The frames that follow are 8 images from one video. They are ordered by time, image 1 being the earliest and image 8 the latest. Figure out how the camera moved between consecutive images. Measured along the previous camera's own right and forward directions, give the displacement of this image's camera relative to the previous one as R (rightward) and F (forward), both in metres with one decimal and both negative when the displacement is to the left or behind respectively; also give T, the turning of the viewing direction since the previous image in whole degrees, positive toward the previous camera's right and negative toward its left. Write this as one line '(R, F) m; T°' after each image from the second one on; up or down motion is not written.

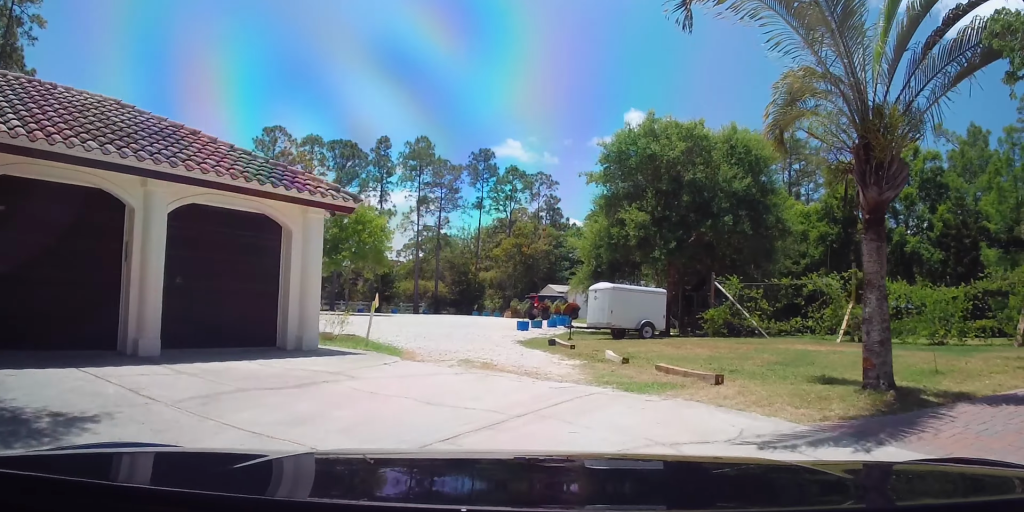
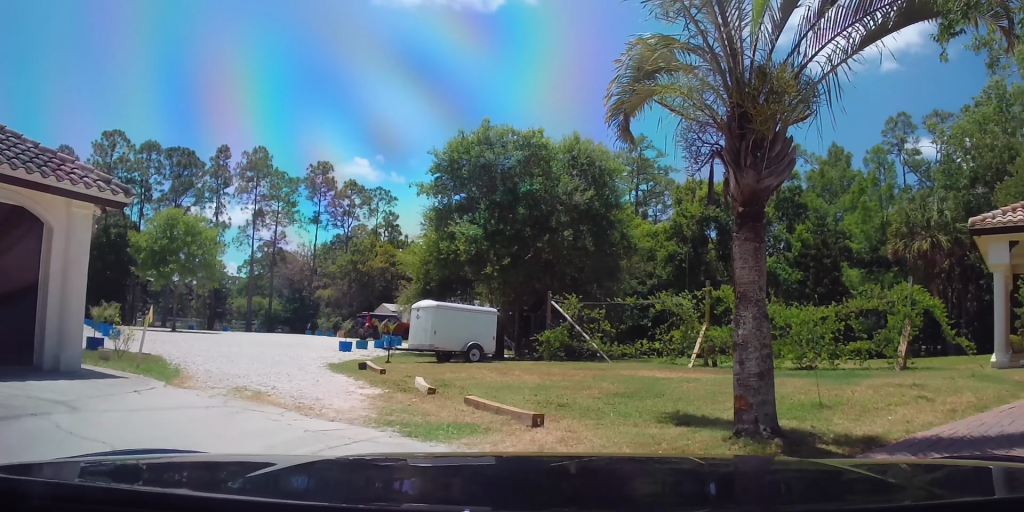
(+0.5, +2.0) m; +14°
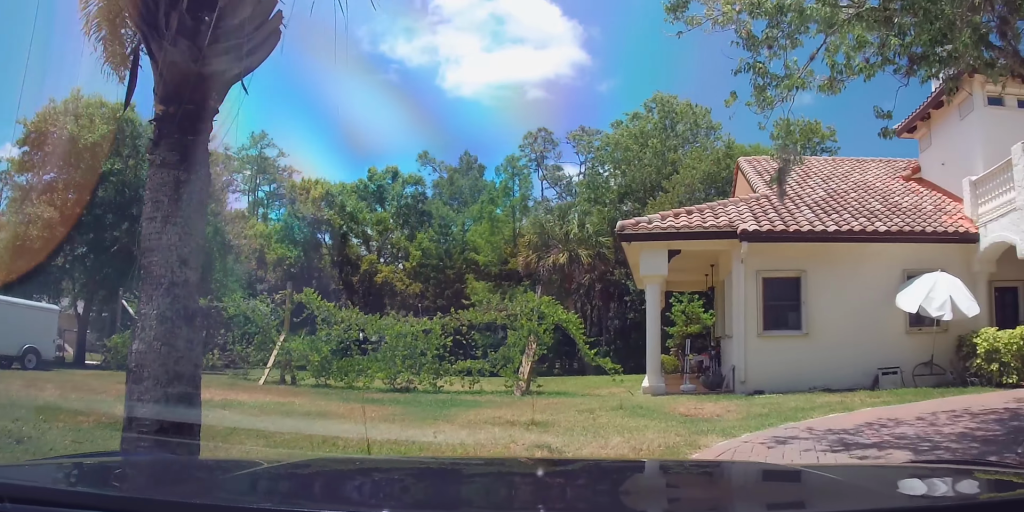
(+0.6, +2.7) m; +29°
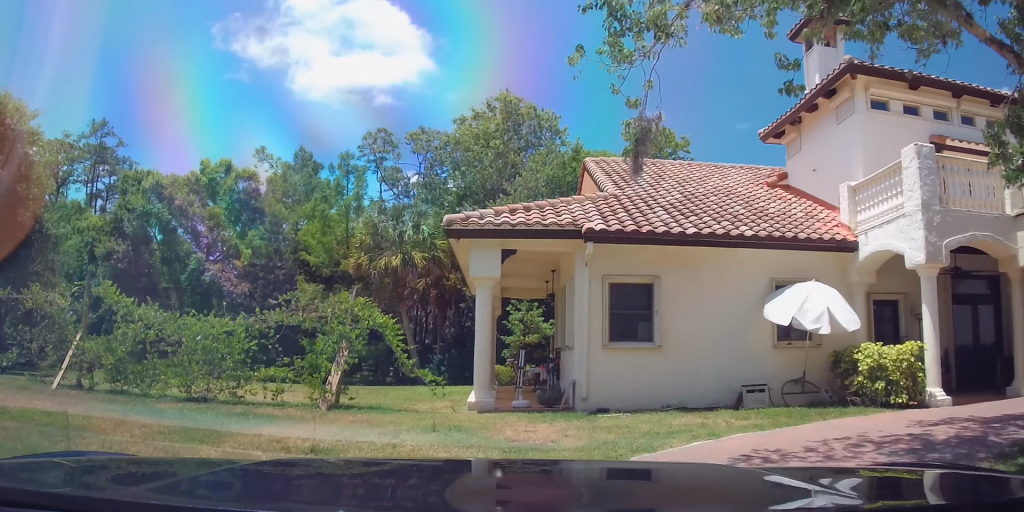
(+0.1, +1.6) m; +2°
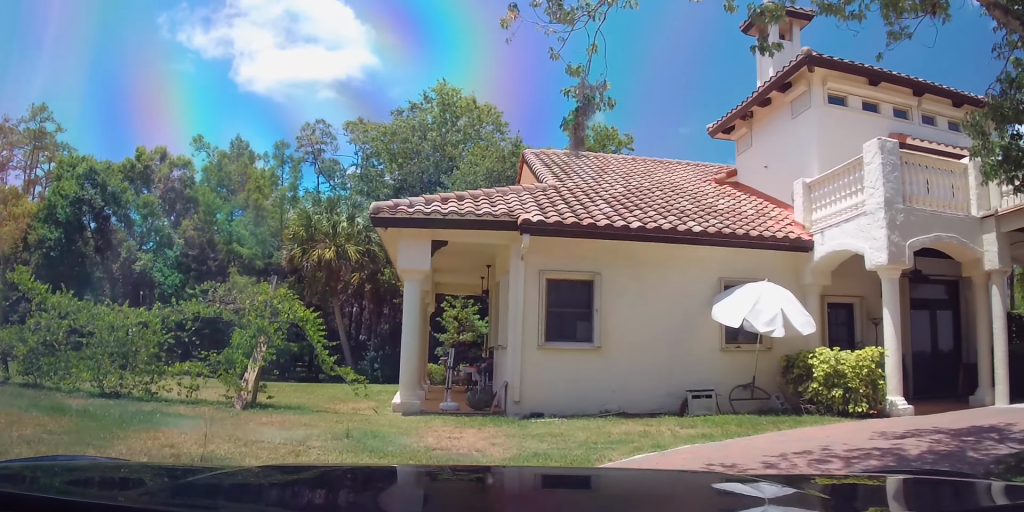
(0.0, +0.8) m; 0°
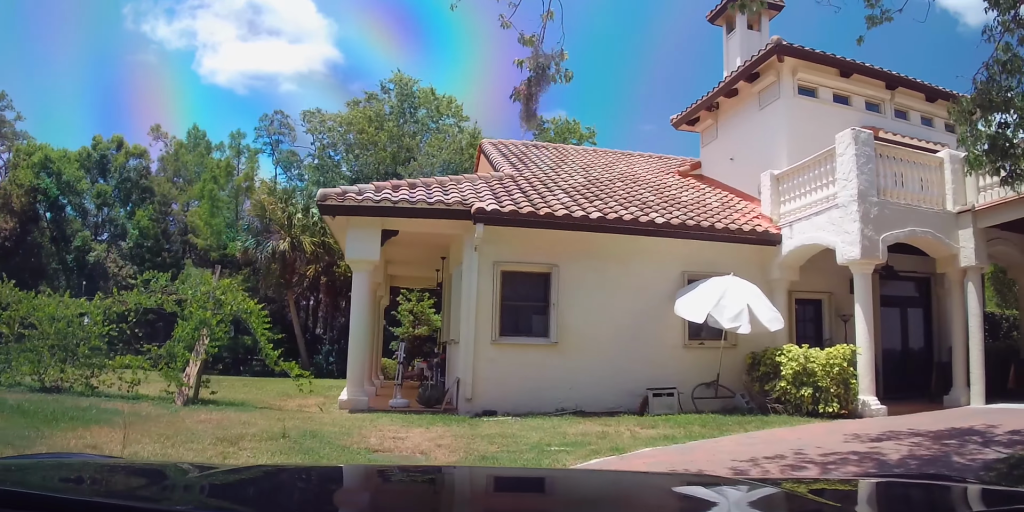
(0.0, +0.6) m; 0°
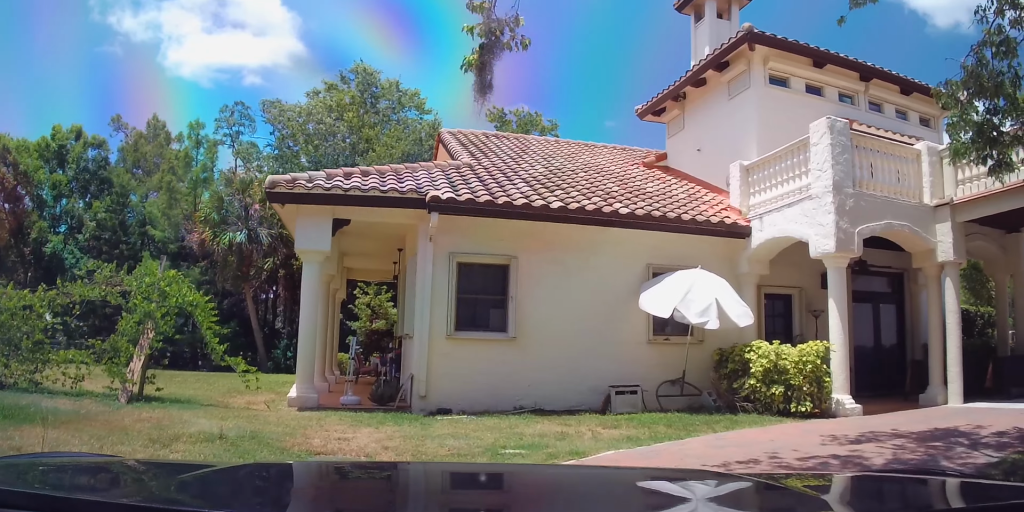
(+0.1, +0.5) m; 0°
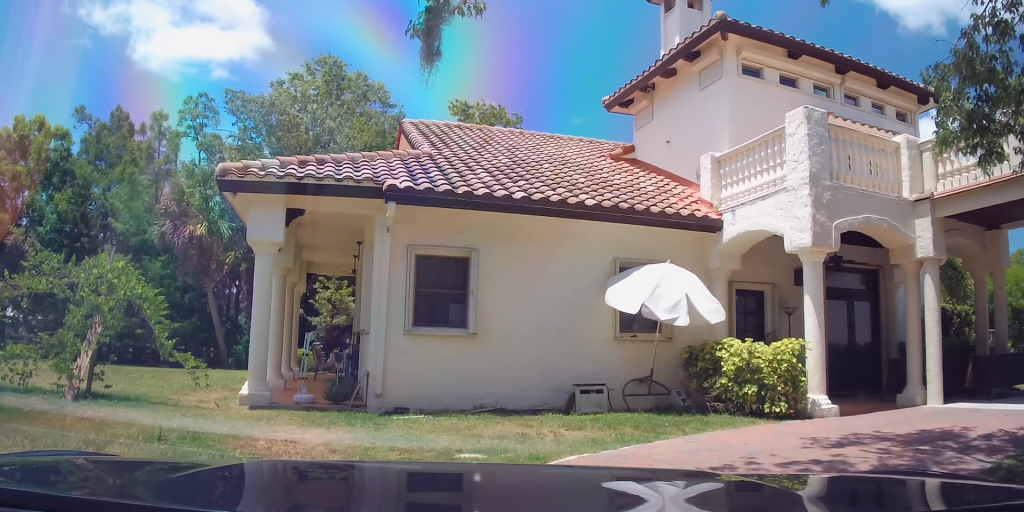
(+0.1, +0.6) m; 0°
